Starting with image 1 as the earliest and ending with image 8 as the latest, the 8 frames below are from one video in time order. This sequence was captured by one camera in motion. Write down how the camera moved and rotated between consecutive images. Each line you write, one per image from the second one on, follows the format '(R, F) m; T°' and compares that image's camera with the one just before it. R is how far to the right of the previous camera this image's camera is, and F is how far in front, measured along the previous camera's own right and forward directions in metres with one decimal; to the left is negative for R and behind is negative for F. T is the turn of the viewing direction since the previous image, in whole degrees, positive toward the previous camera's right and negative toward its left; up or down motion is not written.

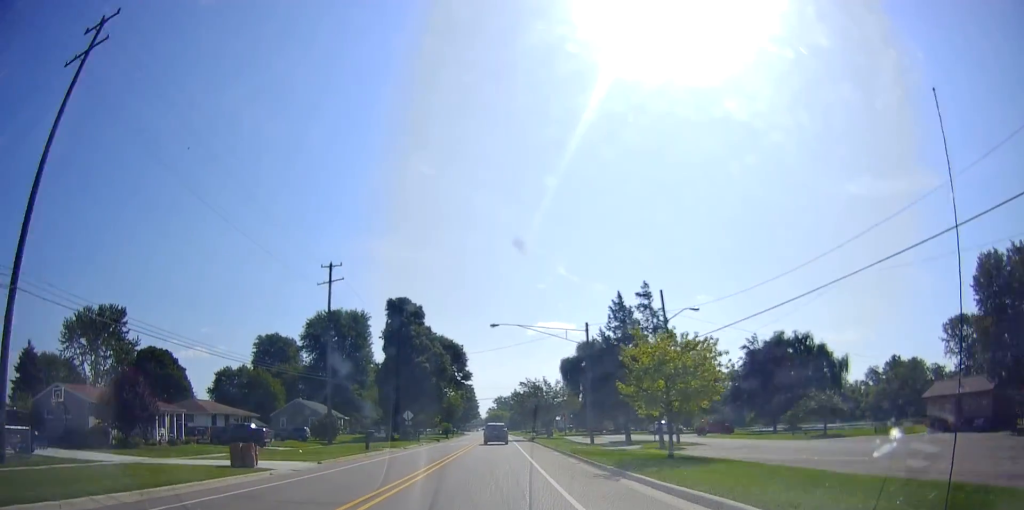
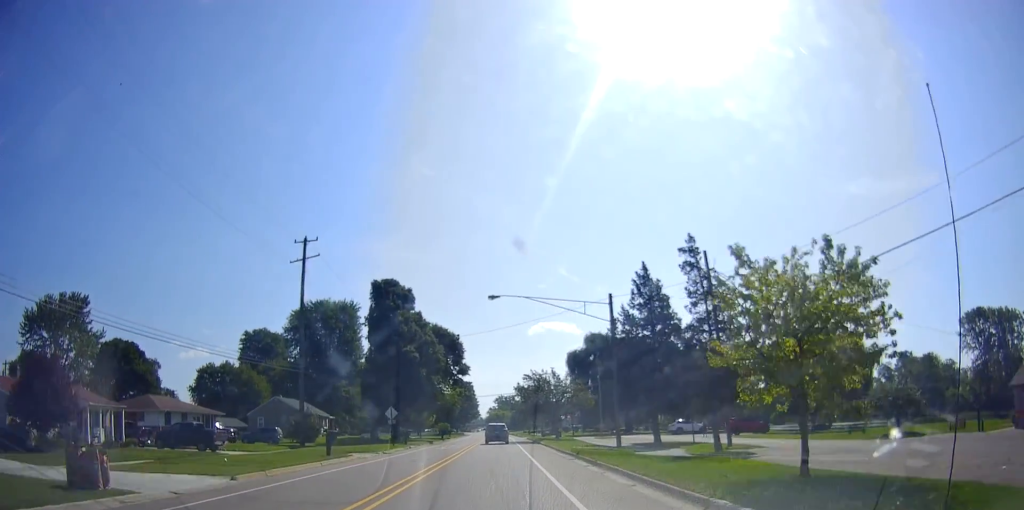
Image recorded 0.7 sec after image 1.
(0.0, +8.9) m; +1°
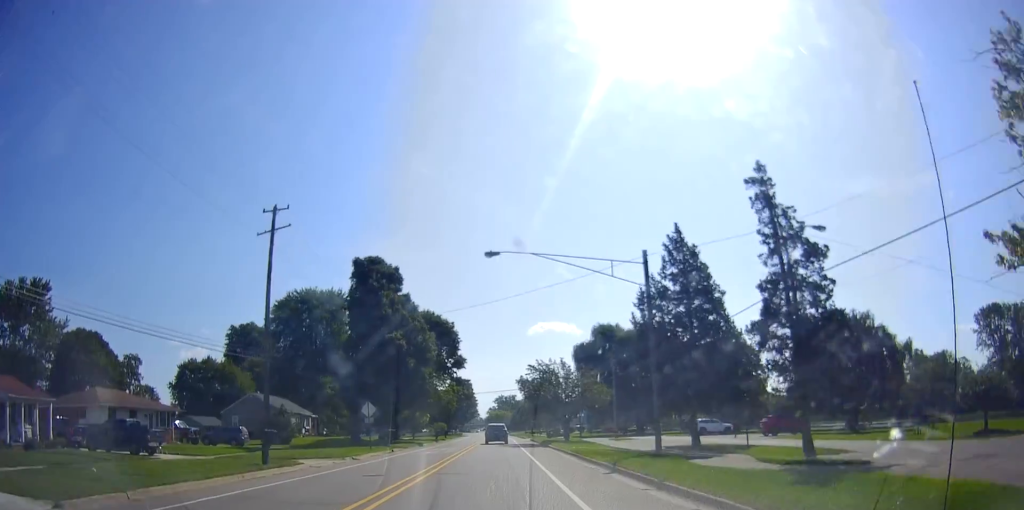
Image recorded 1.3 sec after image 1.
(+0.4, +8.1) m; 0°
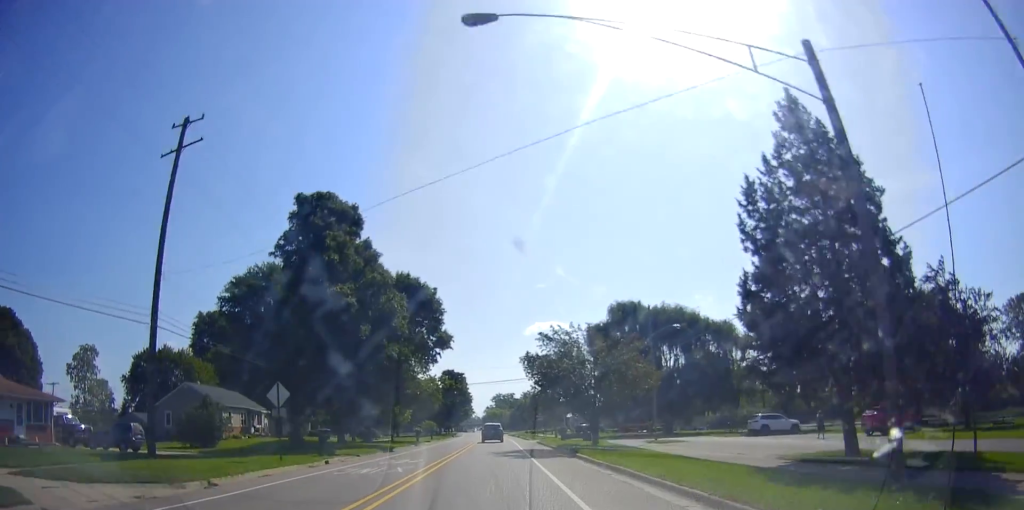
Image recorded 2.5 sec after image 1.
(-0.6, +15.7) m; +2°
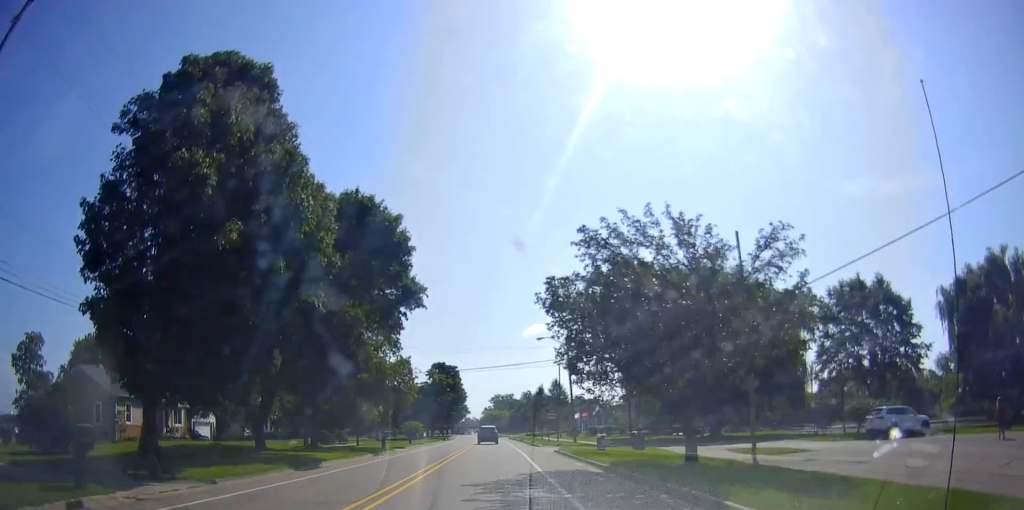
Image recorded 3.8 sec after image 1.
(+0.9, +17.2) m; -2°
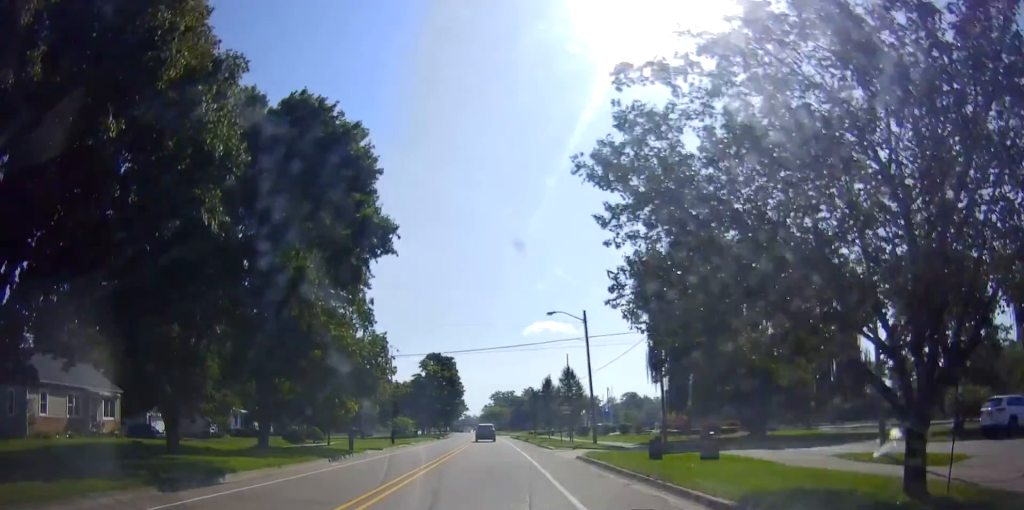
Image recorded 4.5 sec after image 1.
(-0.6, +9.5) m; -3°
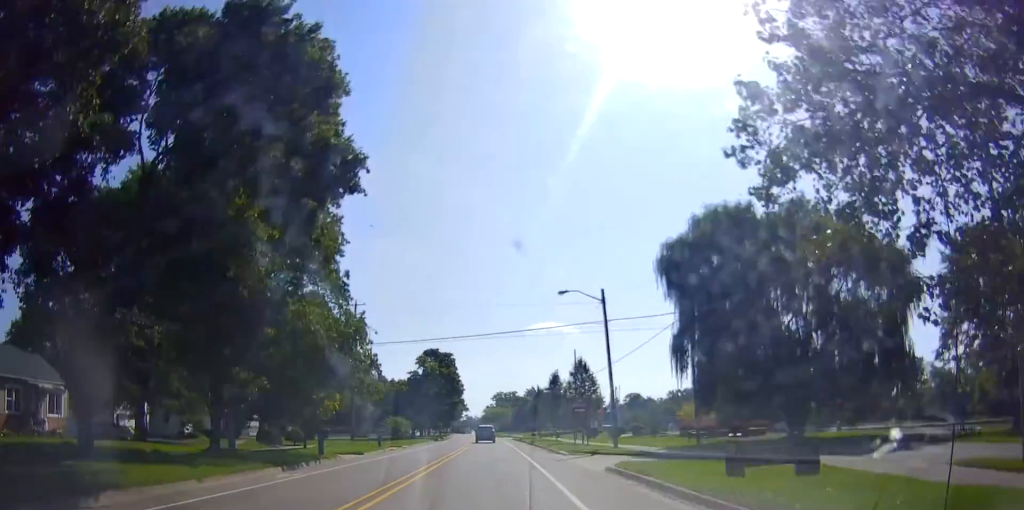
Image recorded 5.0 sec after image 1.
(0.0, +6.4) m; +2°
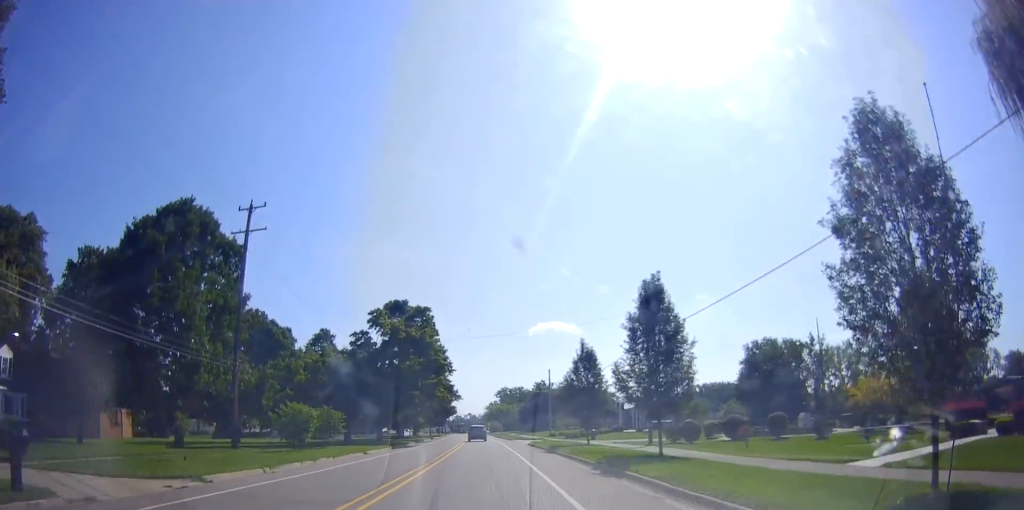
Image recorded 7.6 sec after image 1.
(+1.0, +35.7) m; 0°
